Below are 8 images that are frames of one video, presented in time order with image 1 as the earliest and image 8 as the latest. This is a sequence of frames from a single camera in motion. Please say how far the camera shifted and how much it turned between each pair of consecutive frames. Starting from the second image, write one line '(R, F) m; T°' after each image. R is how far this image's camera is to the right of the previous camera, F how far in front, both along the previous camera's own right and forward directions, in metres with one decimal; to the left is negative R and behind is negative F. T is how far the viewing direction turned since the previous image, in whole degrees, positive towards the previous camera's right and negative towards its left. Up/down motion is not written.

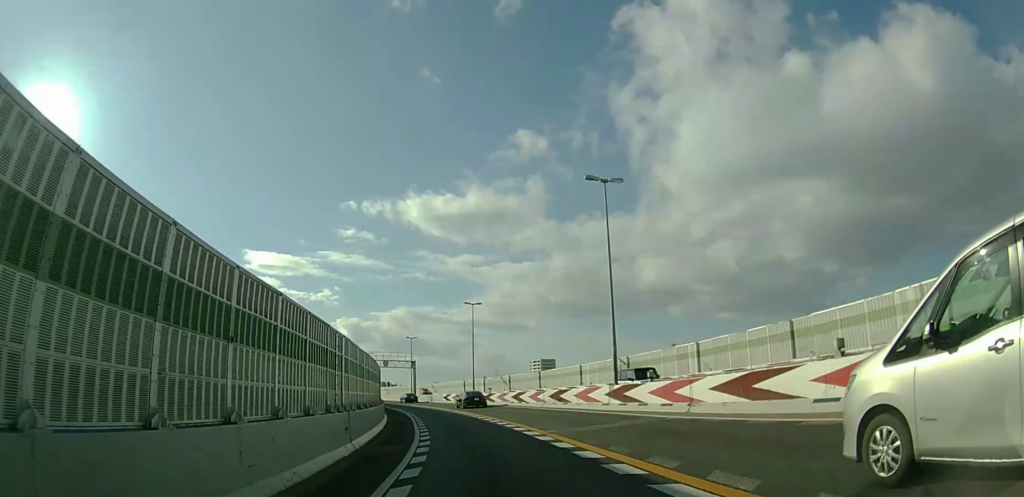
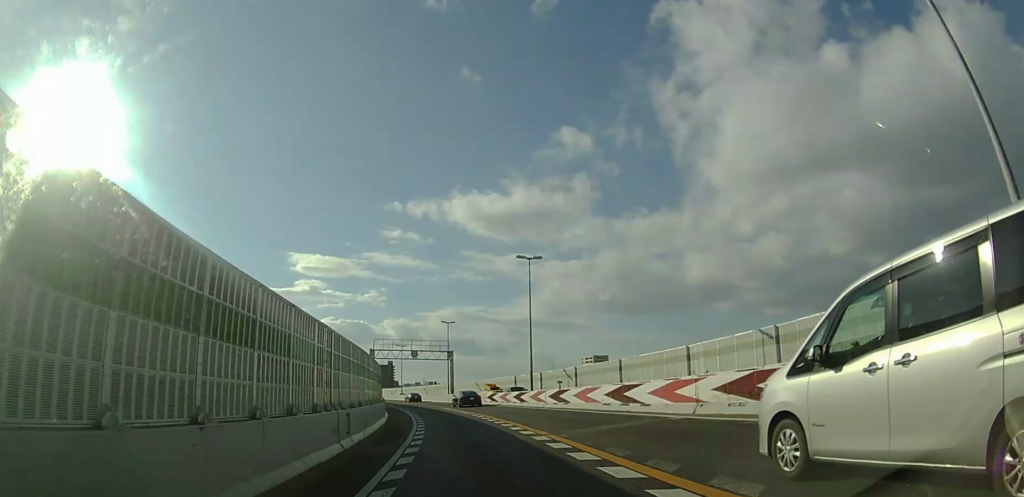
(-0.8, +17.8) m; -5°
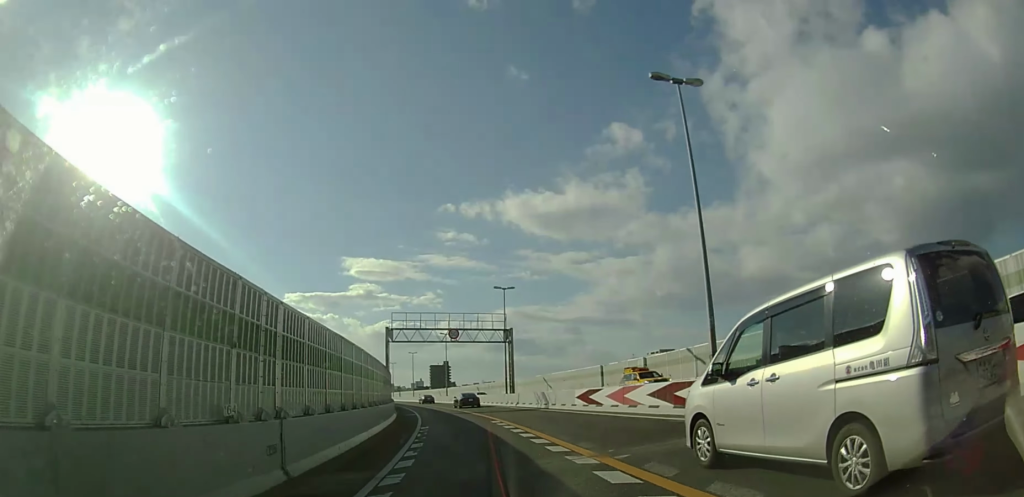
(-1.2, +21.5) m; -6°
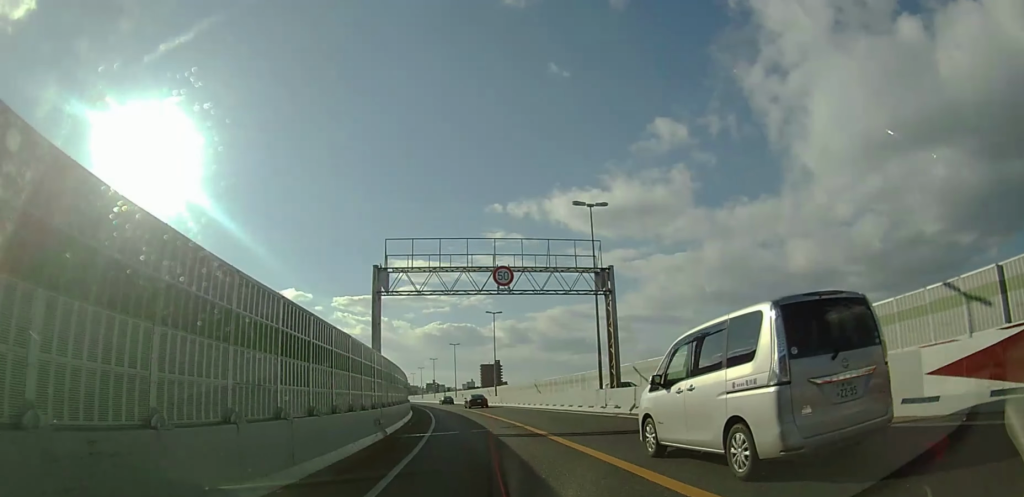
(-1.0, +21.0) m; -5°
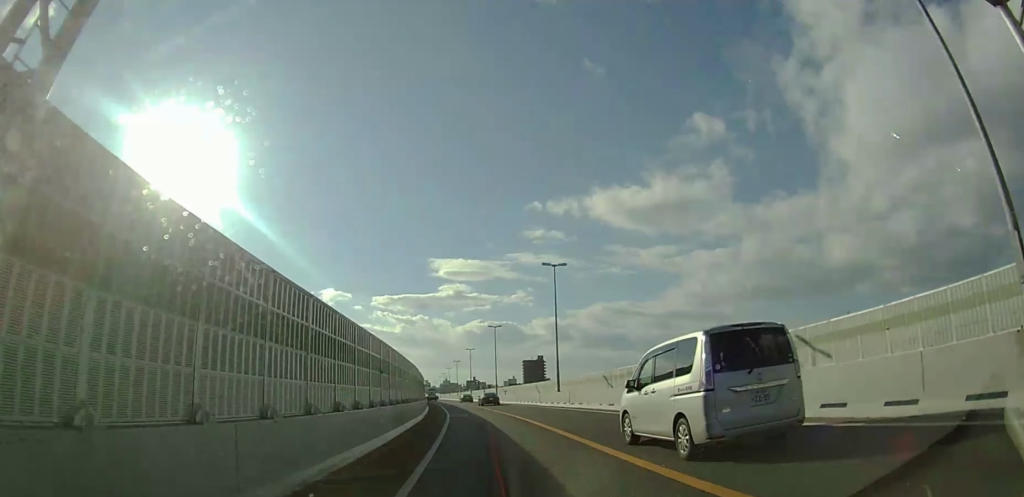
(-0.8, +21.1) m; -4°
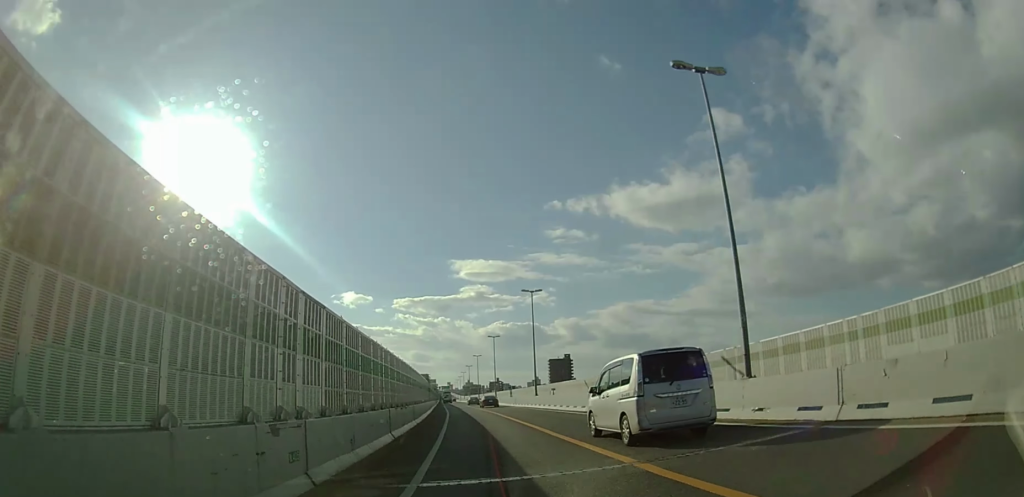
(-0.8, +24.2) m; -3°
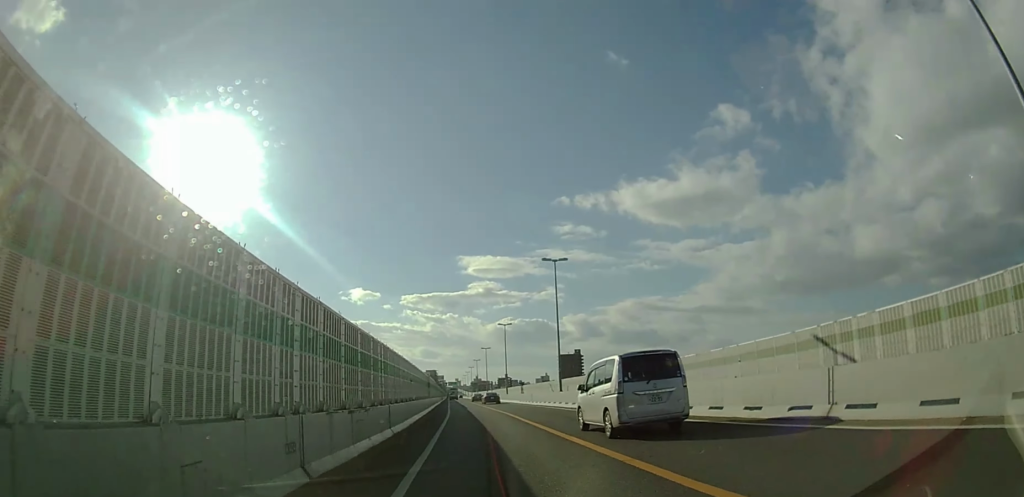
(-0.1, +10.3) m; -1°
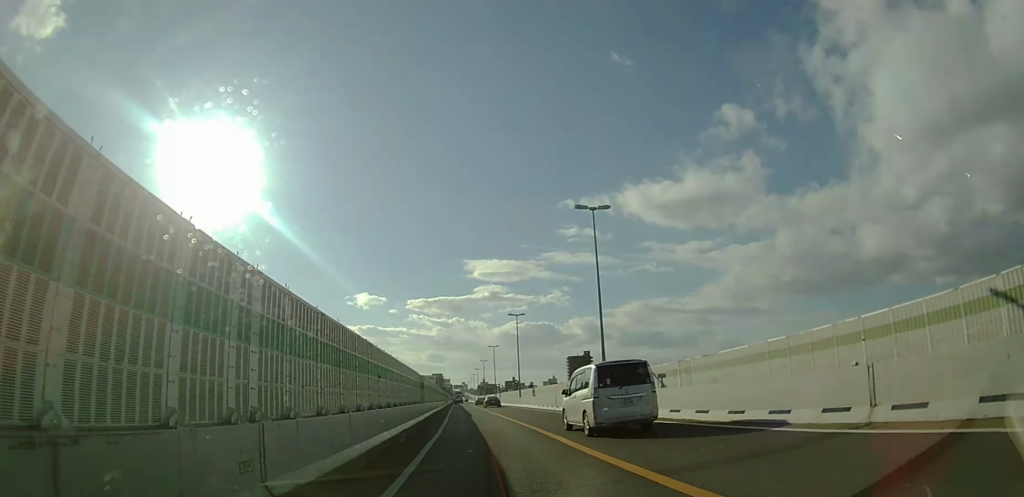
(-0.1, +11.1) m; -1°
